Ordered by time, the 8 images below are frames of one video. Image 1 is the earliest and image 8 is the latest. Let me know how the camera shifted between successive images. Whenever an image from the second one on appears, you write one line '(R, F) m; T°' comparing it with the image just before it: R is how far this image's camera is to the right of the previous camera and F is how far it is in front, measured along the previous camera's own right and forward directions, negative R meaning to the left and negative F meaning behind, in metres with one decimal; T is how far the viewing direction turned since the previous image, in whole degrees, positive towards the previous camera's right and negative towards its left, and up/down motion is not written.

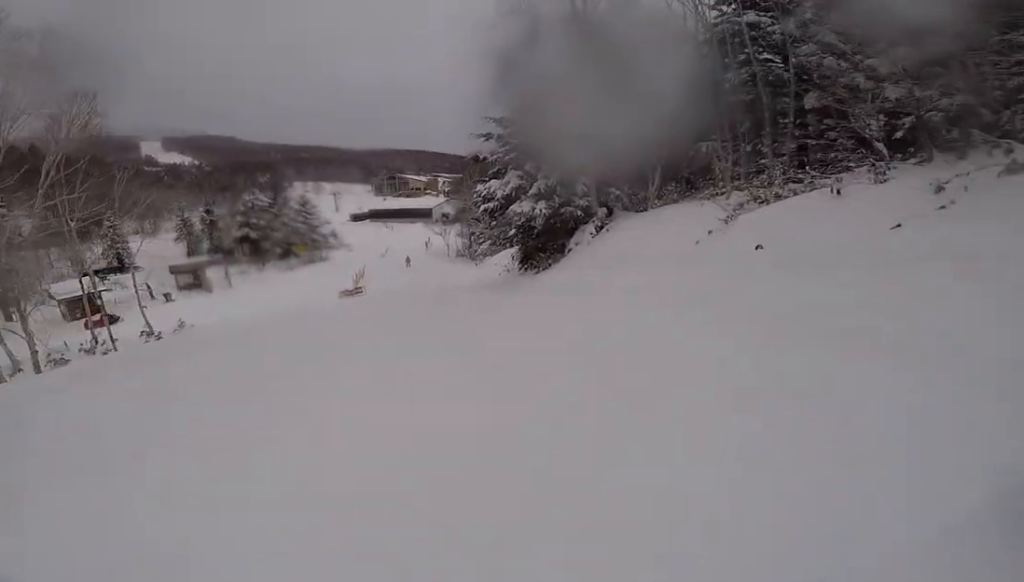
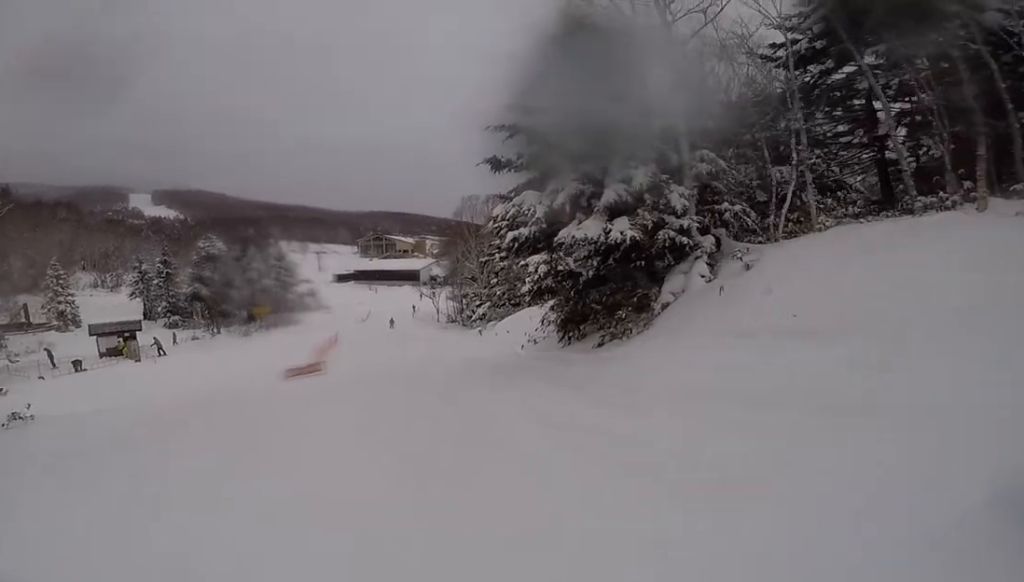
(+0.4, +8.9) m; 0°
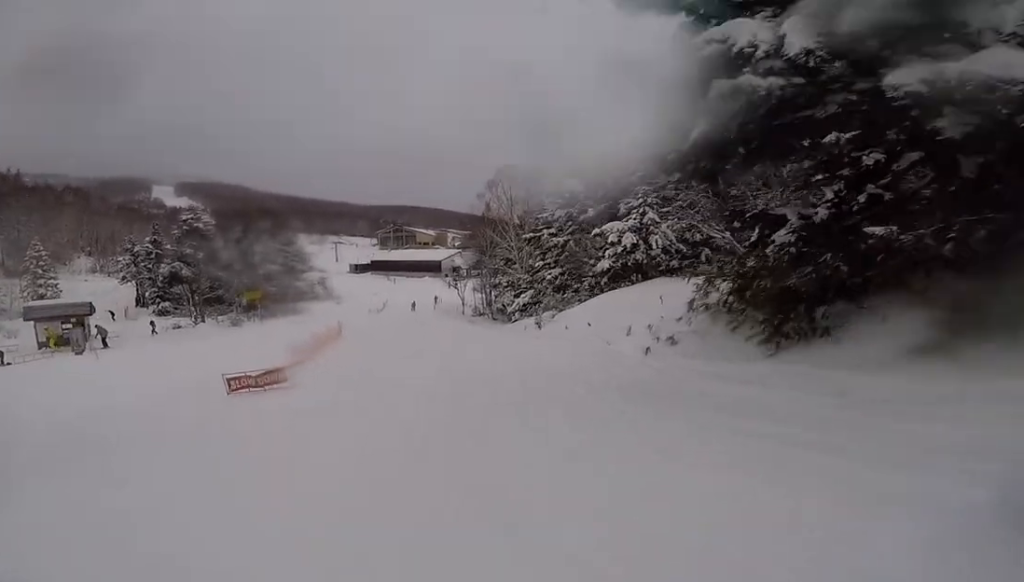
(0.0, +8.3) m; 0°
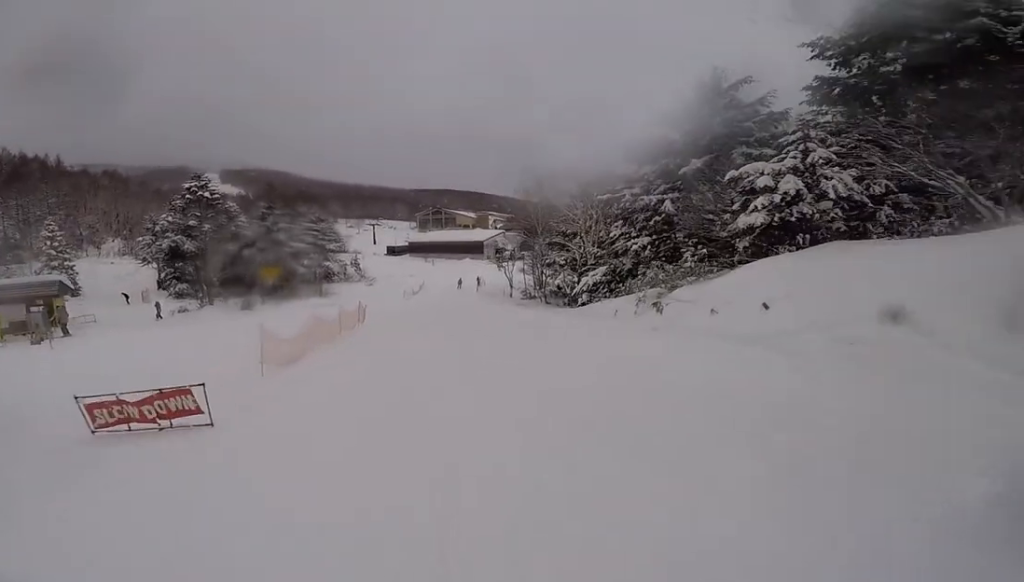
(-0.5, +6.3) m; 0°
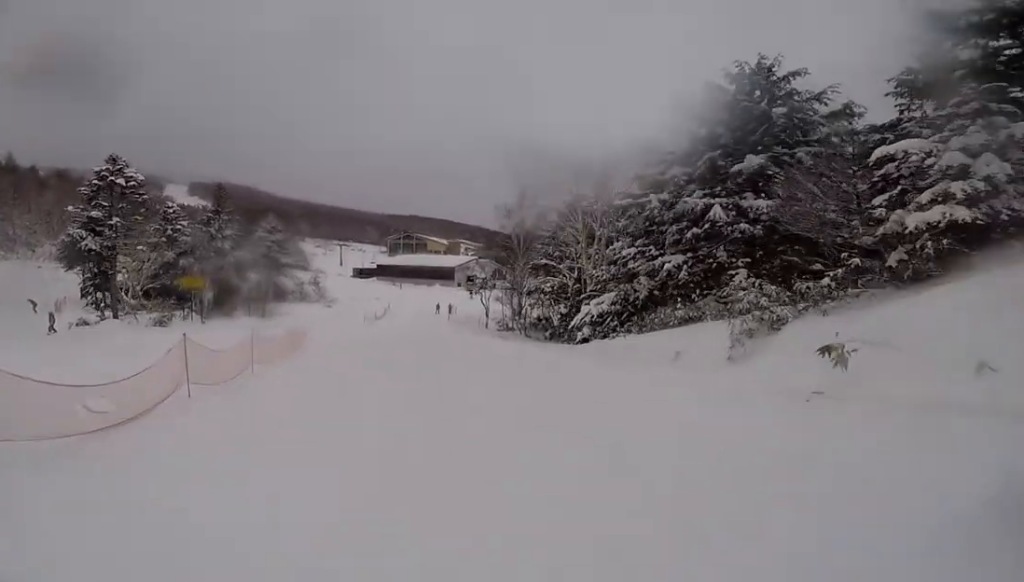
(+0.3, +6.3) m; -2°
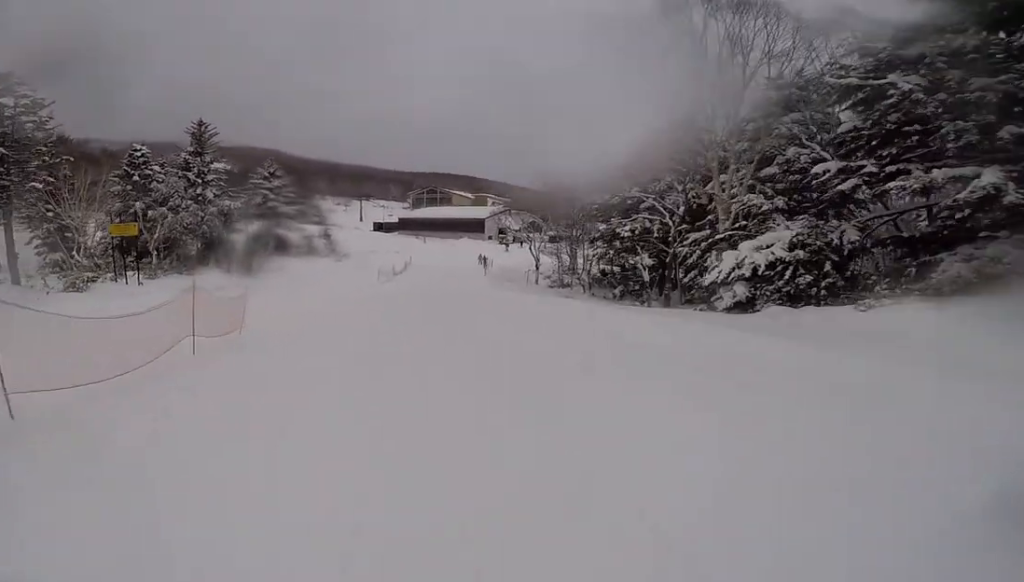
(+0.3, +9.2) m; -2°
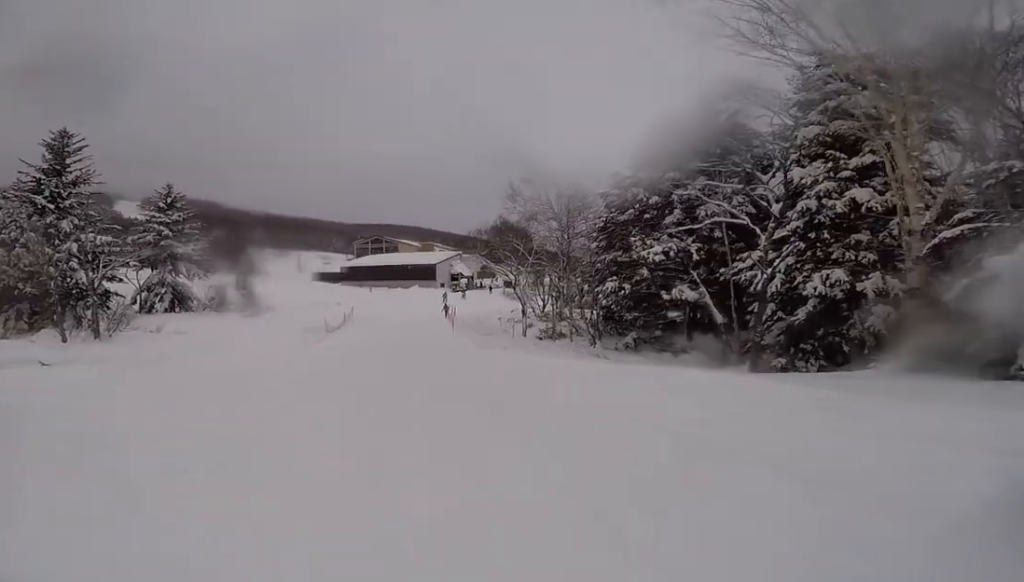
(-1.3, +9.9) m; 0°
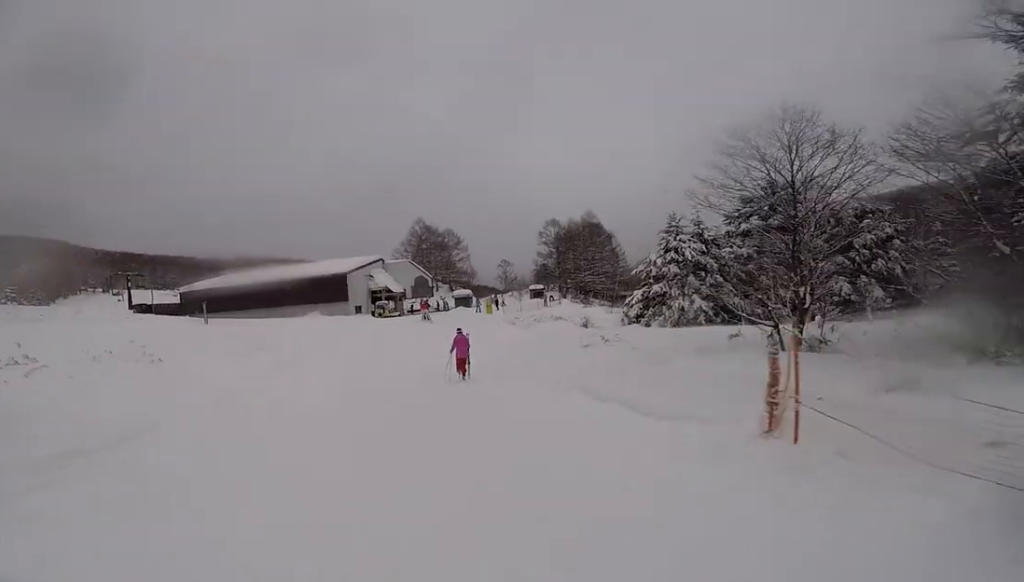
(+5.7, +34.0) m; +16°
